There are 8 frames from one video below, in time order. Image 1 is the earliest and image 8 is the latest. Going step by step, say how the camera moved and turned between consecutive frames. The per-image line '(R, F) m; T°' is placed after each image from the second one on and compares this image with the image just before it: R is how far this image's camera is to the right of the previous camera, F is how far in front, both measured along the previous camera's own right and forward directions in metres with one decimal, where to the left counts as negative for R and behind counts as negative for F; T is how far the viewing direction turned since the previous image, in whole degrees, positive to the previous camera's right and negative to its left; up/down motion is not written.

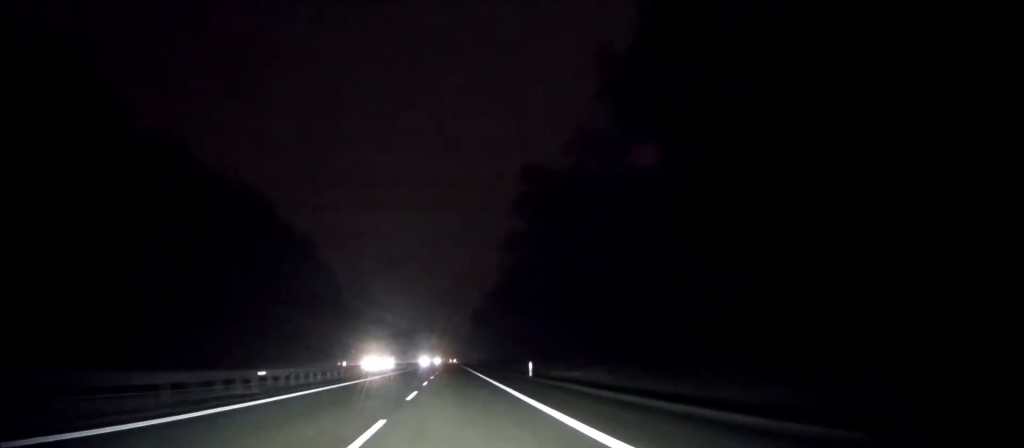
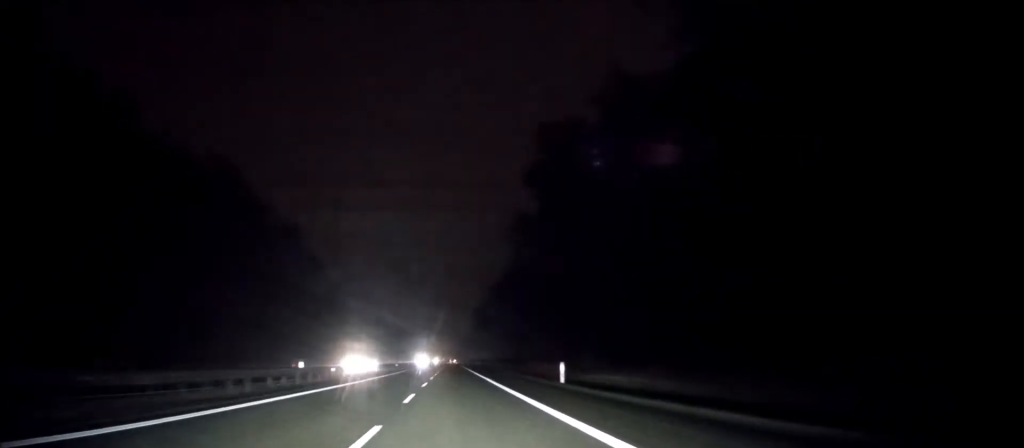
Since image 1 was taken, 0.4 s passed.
(+0.1, +12.9) m; 0°
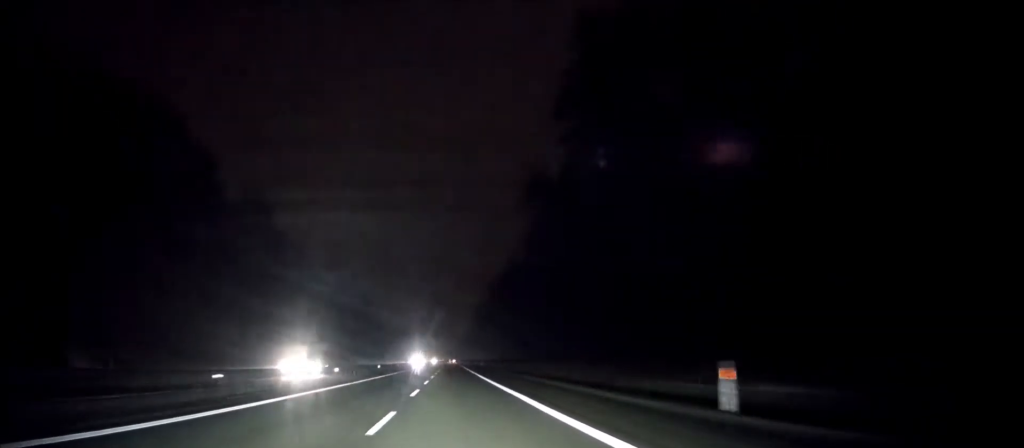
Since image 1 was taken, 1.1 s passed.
(-0.2, +19.8) m; +1°
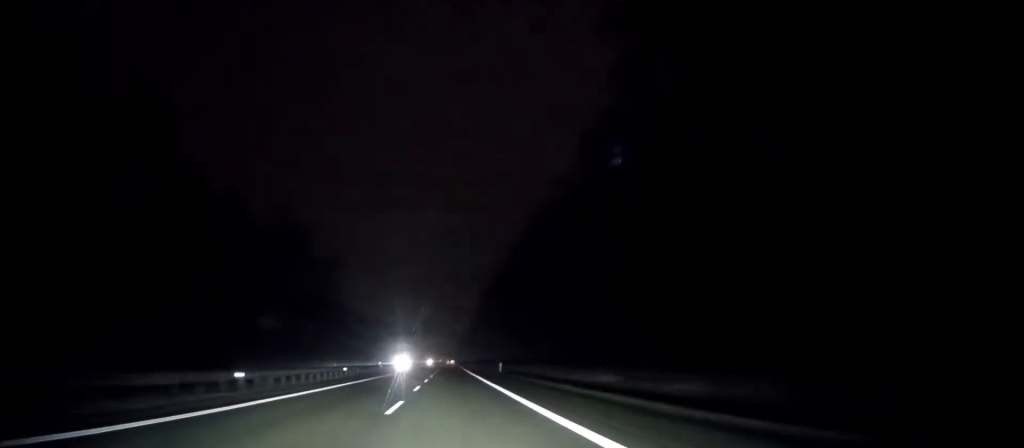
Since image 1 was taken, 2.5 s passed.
(+0.7, +42.8) m; +1°
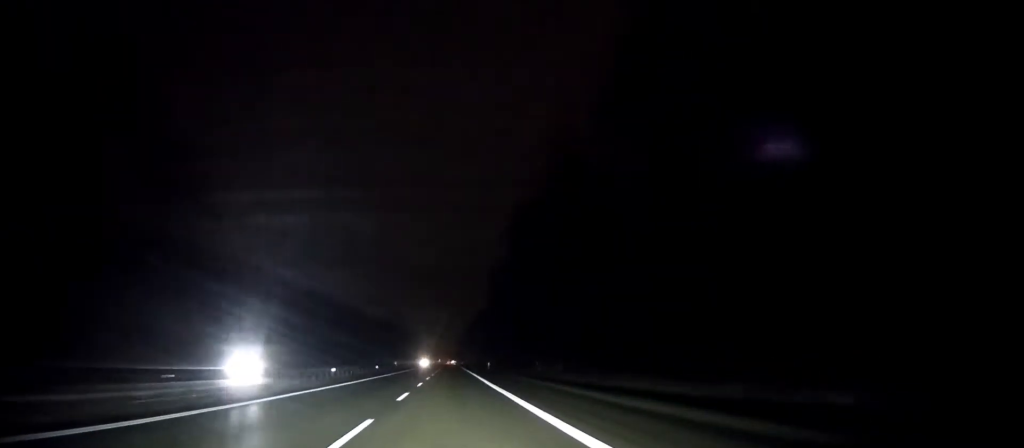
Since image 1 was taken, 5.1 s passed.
(-0.6, +76.7) m; 0°
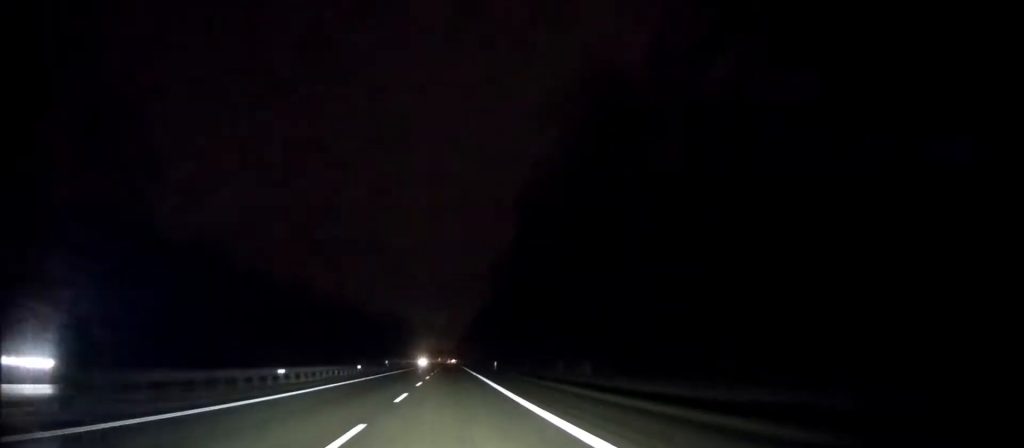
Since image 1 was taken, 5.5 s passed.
(0.0, +12.9) m; 0°
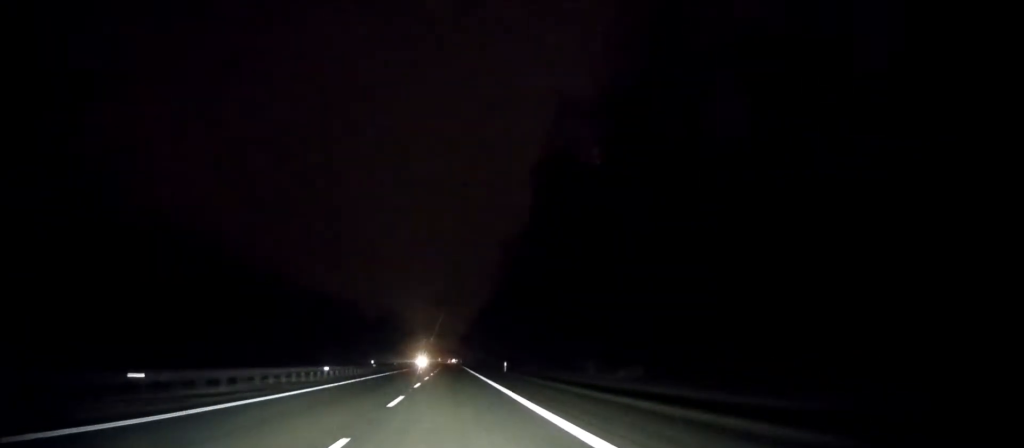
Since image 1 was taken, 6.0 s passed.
(0.0, +13.9) m; 0°
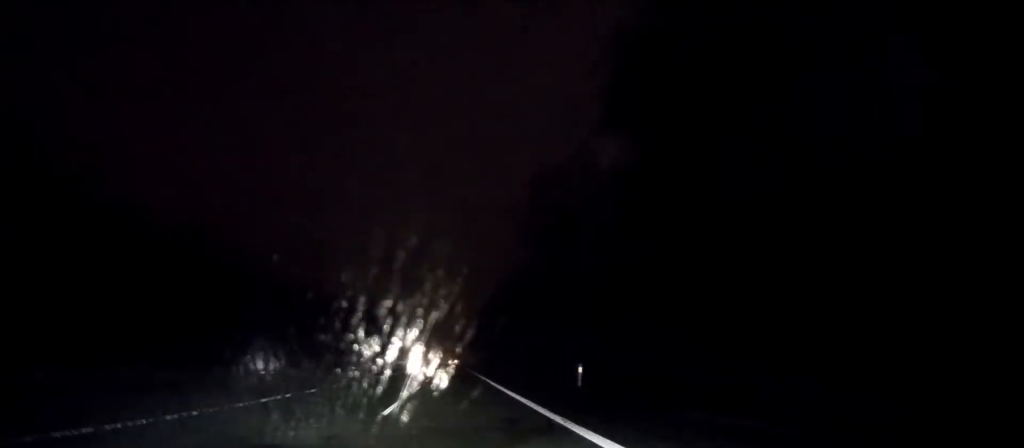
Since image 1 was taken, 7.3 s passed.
(-0.1, +37.6) m; 0°
